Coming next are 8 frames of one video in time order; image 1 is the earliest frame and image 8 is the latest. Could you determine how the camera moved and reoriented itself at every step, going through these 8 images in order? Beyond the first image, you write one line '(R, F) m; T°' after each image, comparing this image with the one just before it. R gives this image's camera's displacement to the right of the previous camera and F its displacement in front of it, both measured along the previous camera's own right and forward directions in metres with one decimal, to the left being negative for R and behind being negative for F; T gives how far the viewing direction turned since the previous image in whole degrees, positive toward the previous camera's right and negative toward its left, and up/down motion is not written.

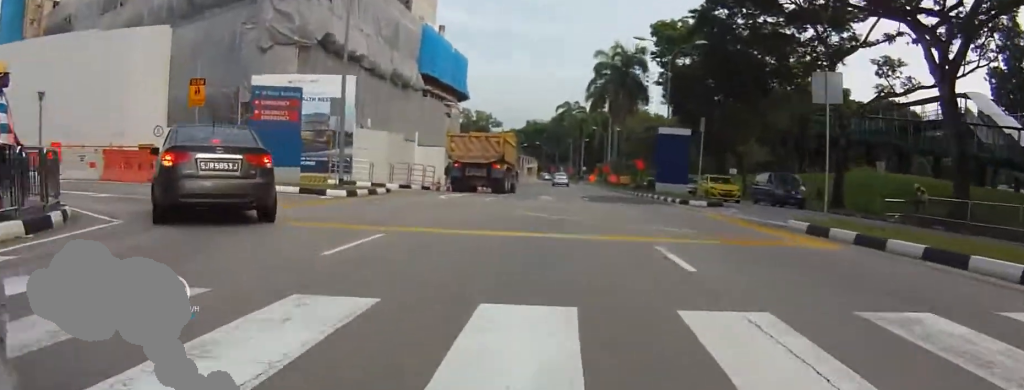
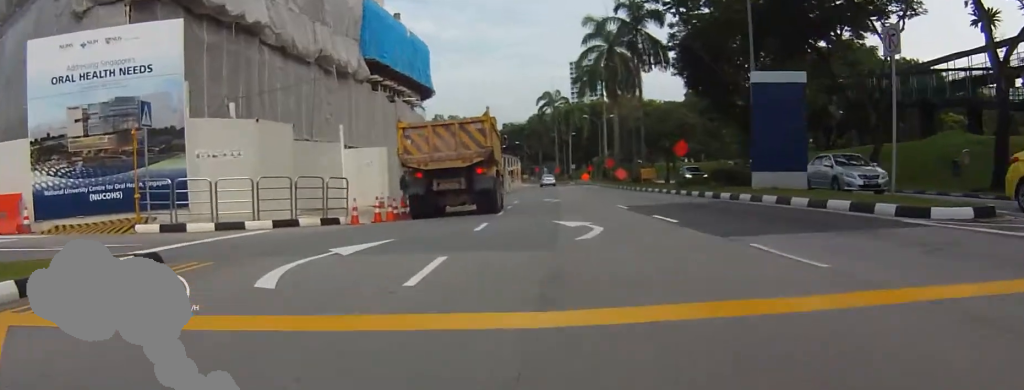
(+1.9, +13.1) m; -4°
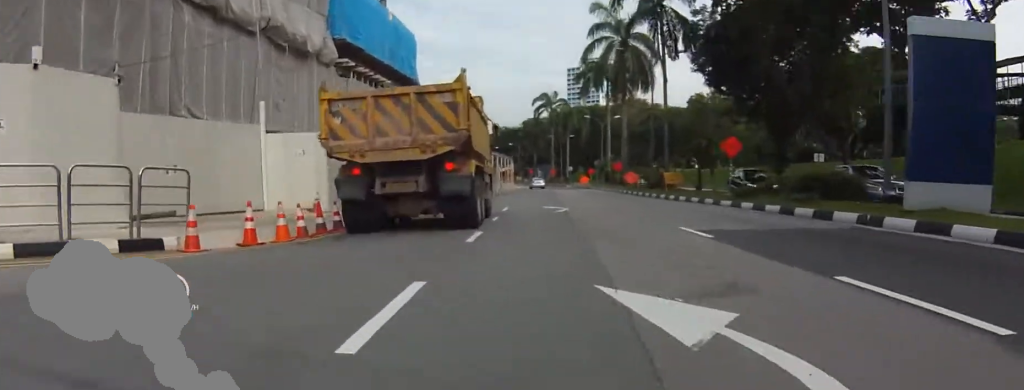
(-2.4, +7.4) m; -12°
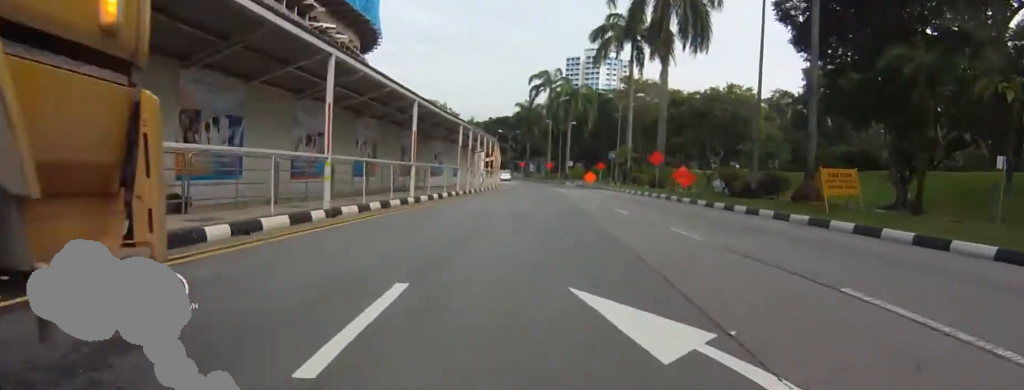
(+1.2, +17.3) m; -3°
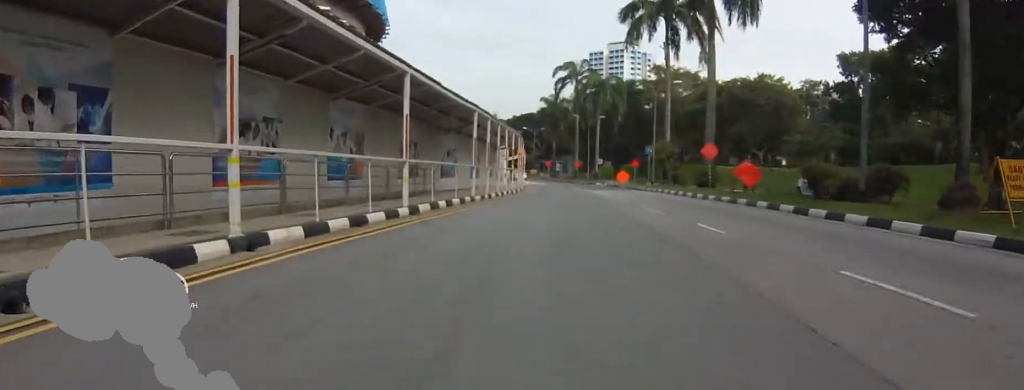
(-0.4, +5.0) m; +4°
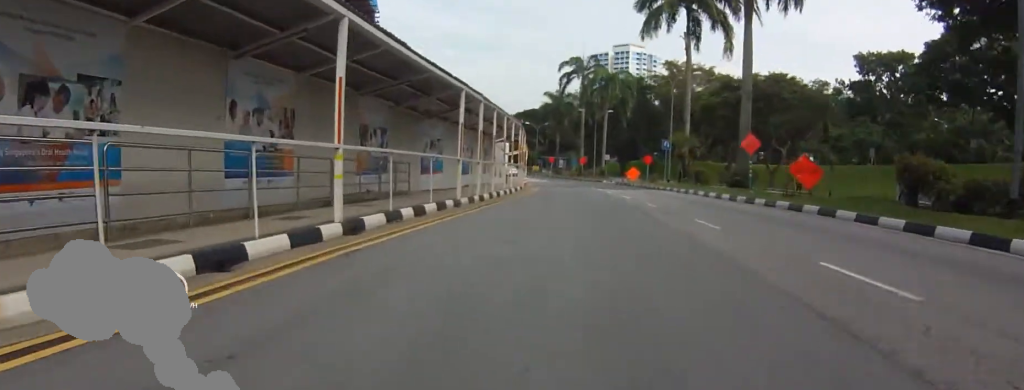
(-0.6, +4.9) m; +4°
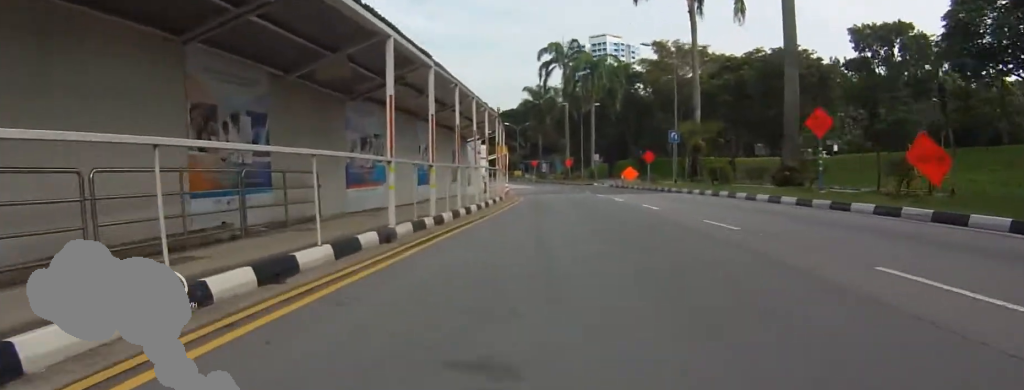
(+1.5, +6.8) m; +1°
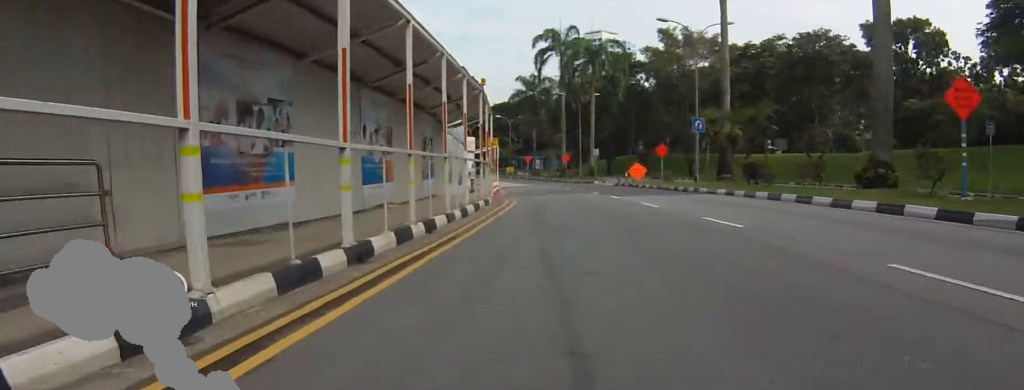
(-0.4, +5.9) m; 0°
